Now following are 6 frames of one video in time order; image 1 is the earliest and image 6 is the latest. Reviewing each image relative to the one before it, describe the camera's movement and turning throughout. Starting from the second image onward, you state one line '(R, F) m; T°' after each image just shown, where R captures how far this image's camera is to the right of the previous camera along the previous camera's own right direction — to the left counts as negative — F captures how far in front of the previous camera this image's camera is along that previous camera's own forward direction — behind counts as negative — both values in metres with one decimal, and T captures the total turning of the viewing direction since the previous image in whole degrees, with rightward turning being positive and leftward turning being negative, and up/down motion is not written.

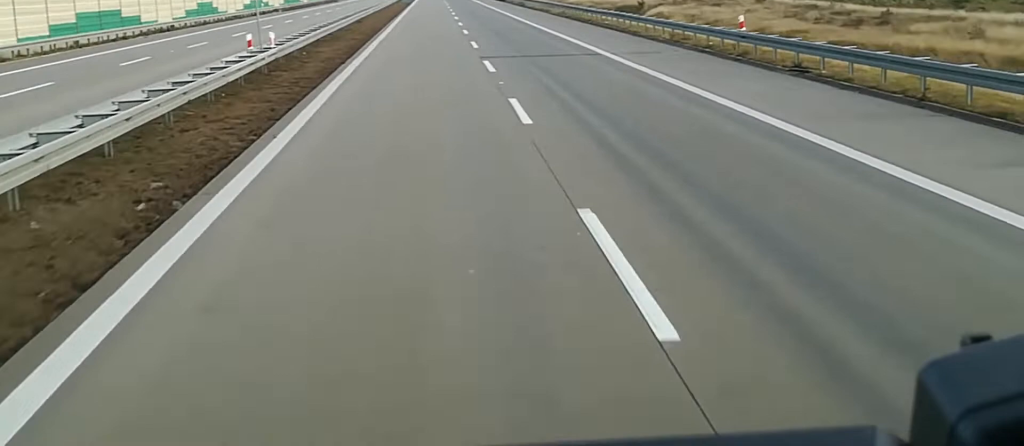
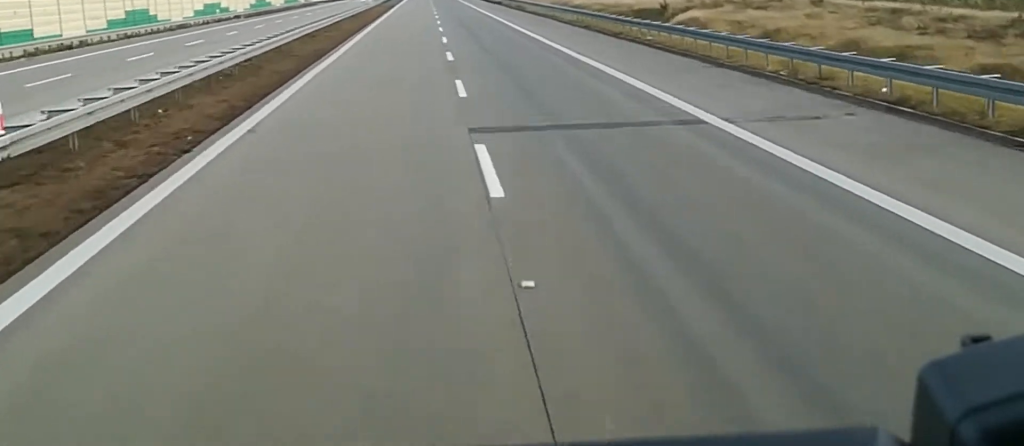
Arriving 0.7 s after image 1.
(+0.3, +18.3) m; 0°
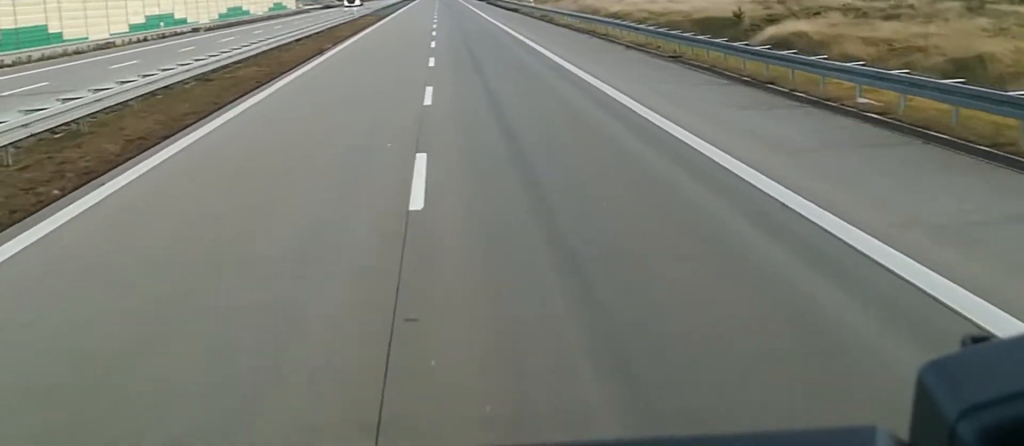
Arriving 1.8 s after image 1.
(-0.3, +25.7) m; 0°
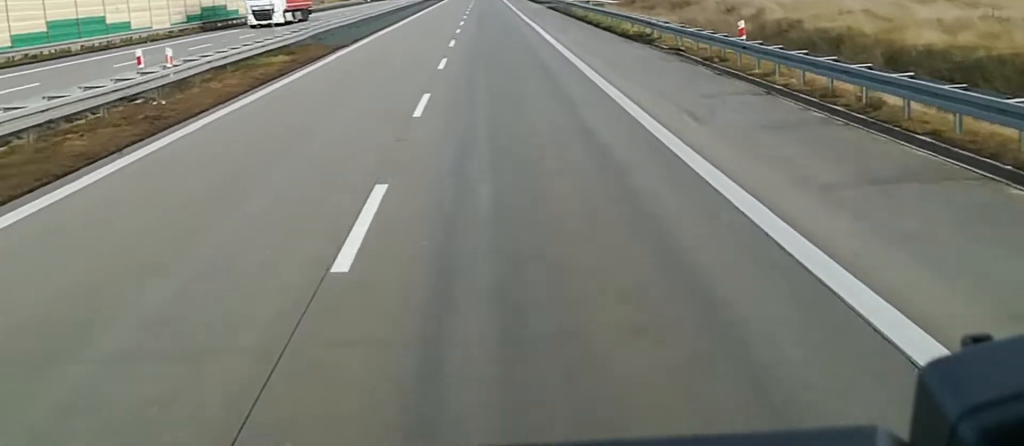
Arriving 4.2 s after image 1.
(-1.2, +60.8) m; -3°
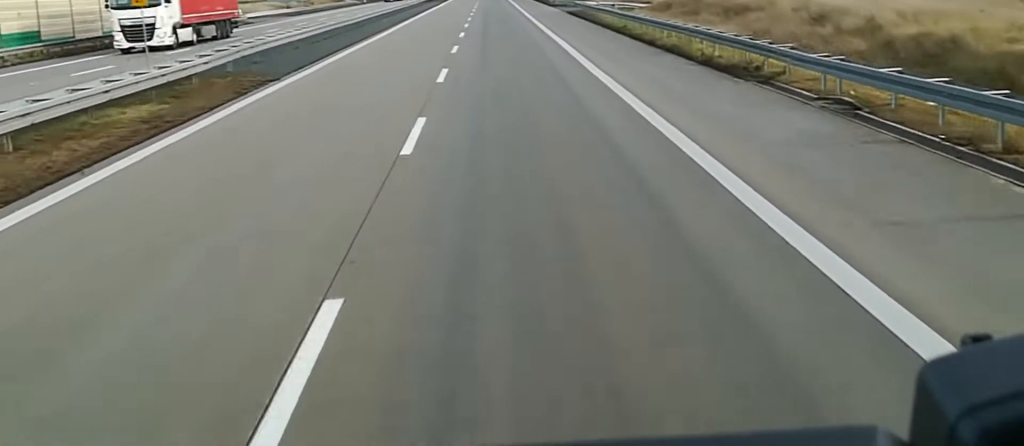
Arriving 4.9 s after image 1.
(-0.1, +17.7) m; 0°
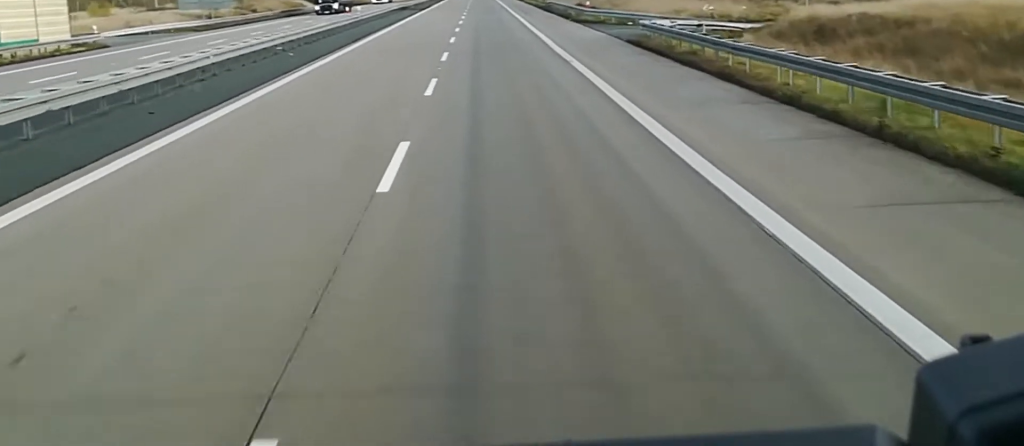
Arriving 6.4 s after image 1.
(0.0, +38.2) m; 0°
